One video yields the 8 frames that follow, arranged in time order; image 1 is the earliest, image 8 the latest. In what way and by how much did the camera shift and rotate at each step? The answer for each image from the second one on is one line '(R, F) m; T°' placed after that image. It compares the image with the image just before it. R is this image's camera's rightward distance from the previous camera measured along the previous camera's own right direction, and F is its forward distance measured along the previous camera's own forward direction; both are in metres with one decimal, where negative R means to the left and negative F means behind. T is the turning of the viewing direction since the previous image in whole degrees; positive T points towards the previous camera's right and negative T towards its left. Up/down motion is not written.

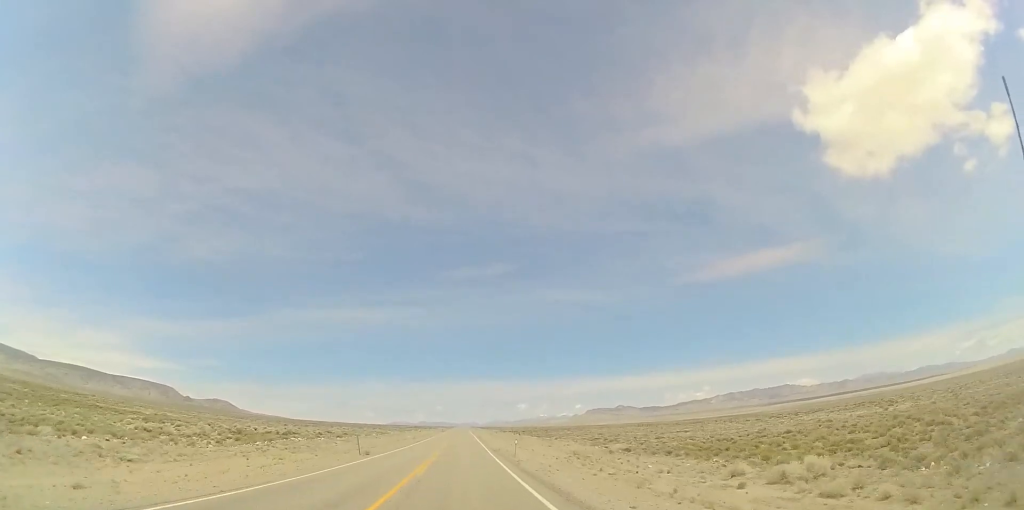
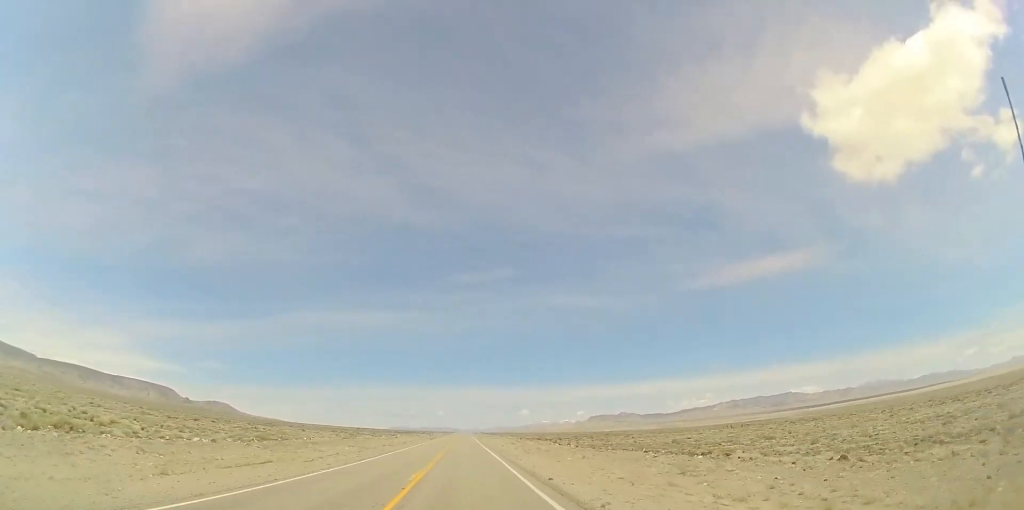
(+0.1, +62.6) m; 0°
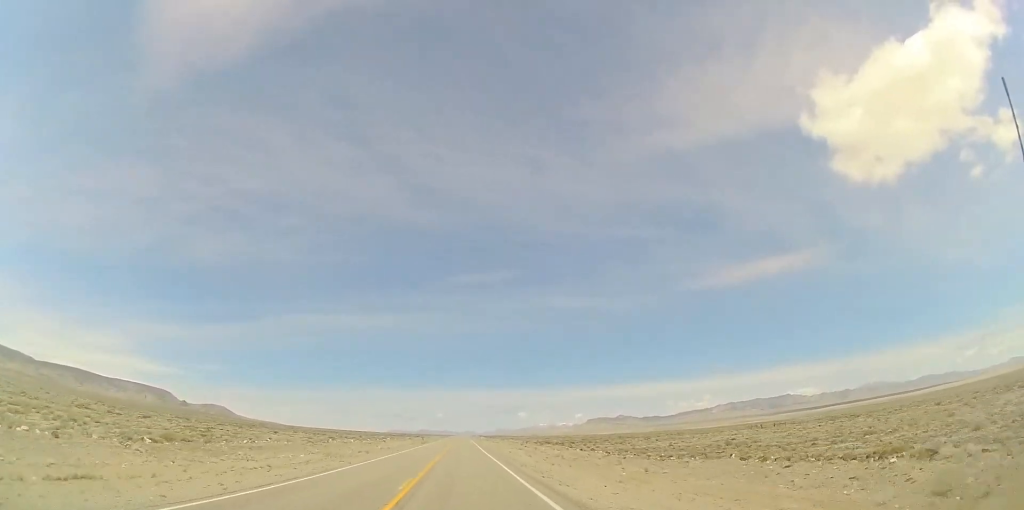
(-0.2, +14.6) m; 0°
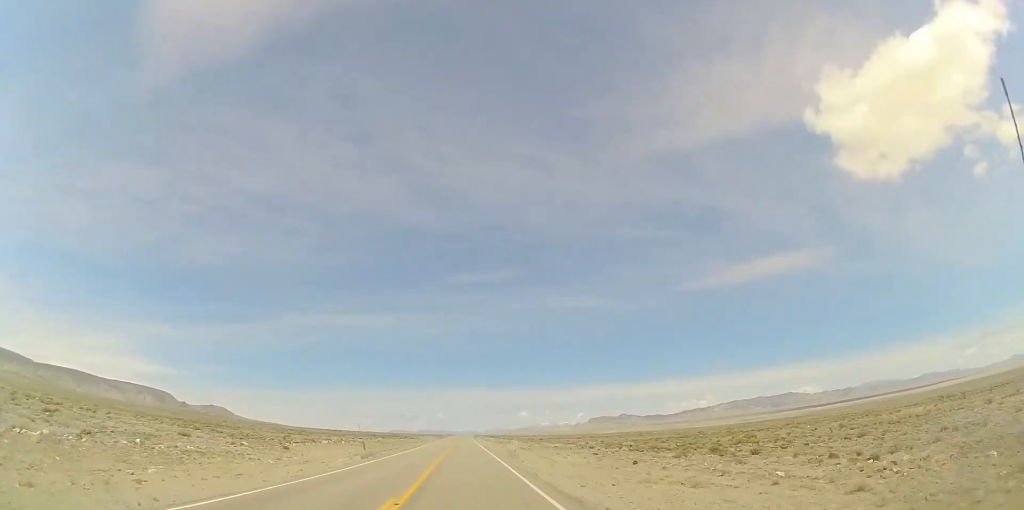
(+0.2, +54.2) m; 0°
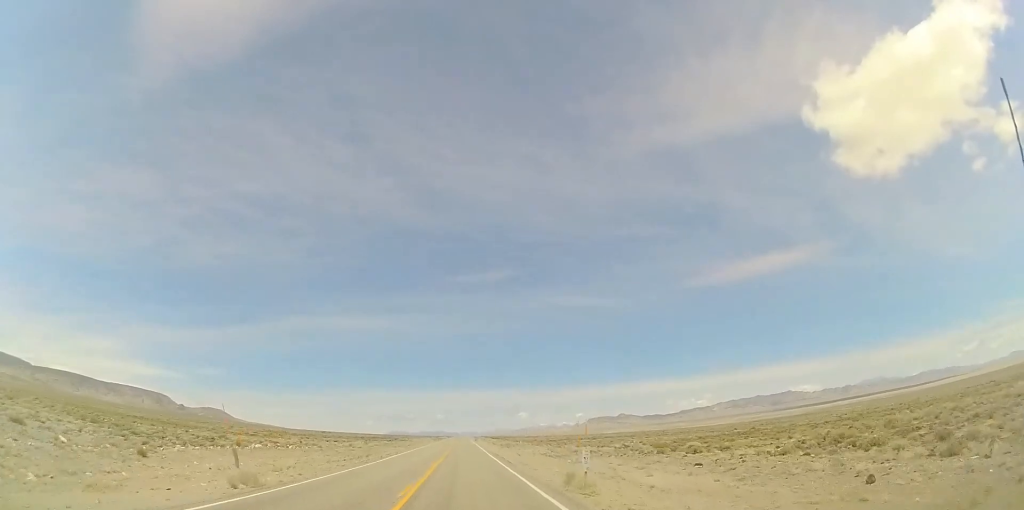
(-0.1, +20.2) m; 0°
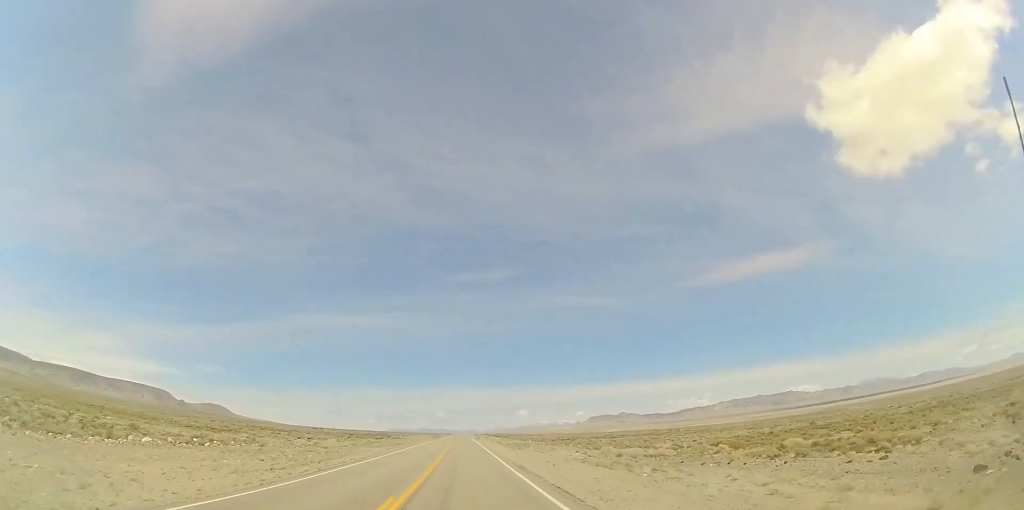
(+0.1, +16.1) m; 0°
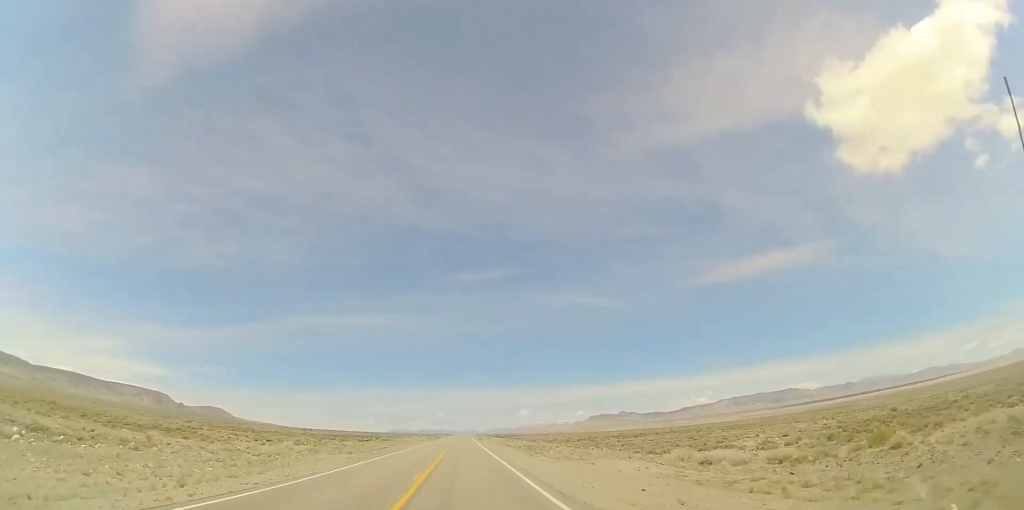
(0.0, +16.2) m; 0°
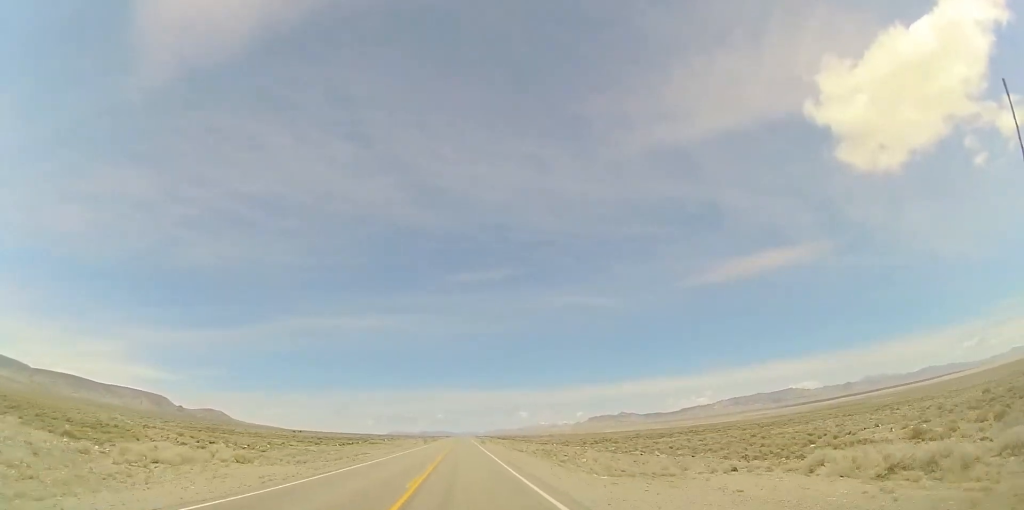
(-0.1, +14.2) m; 0°
